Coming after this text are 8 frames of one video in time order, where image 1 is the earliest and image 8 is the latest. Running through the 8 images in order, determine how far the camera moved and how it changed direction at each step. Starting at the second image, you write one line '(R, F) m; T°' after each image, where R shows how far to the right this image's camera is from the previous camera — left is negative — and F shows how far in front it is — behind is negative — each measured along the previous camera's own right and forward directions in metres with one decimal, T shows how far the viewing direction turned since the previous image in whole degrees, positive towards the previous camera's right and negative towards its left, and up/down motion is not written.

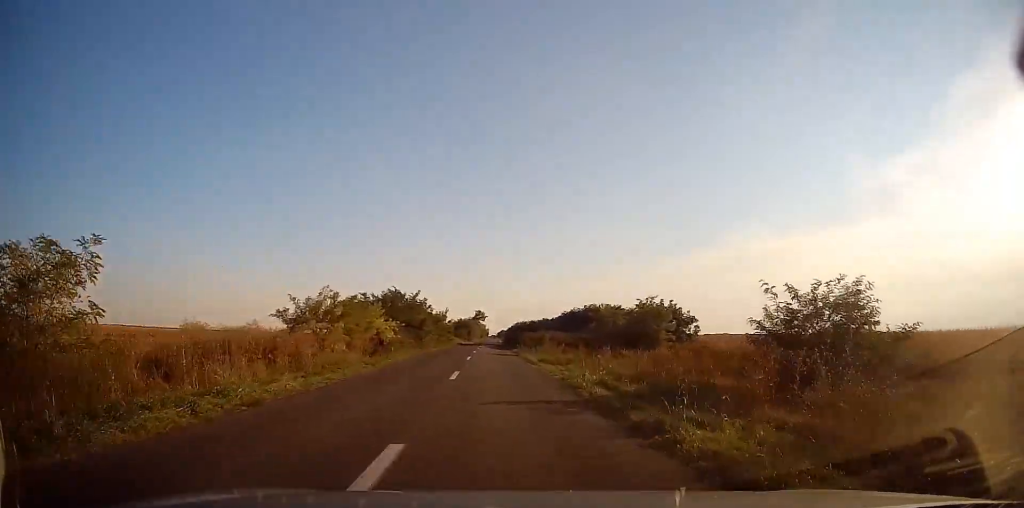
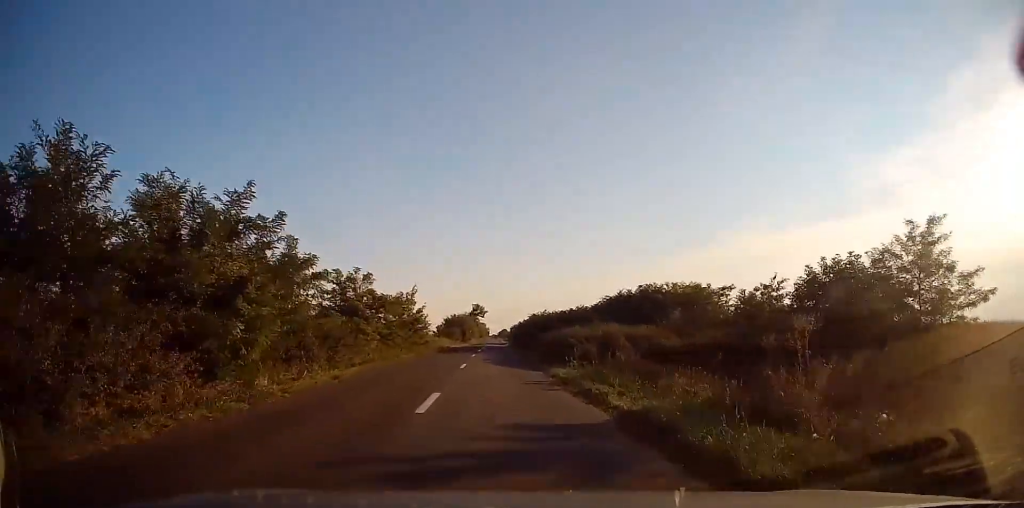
(0.0, +31.1) m; 0°
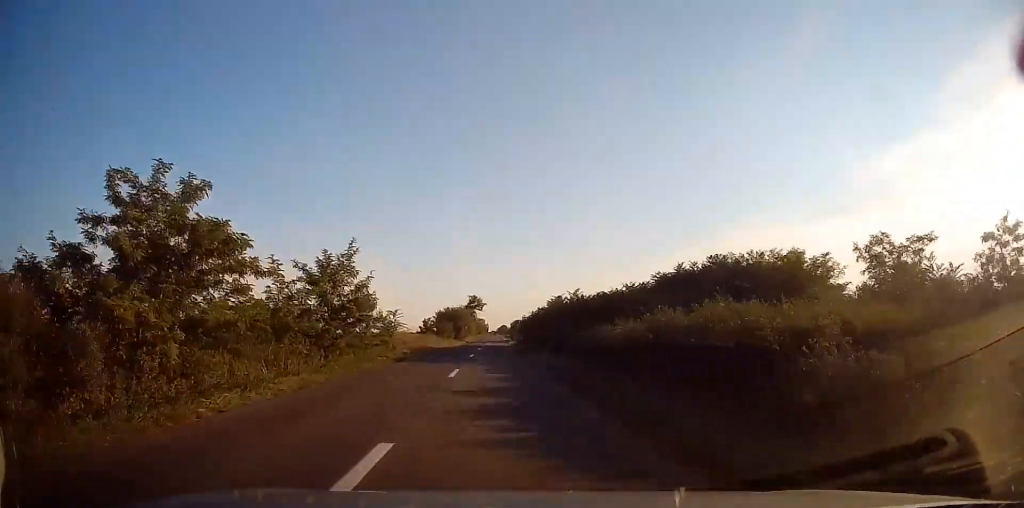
(-0.1, +18.1) m; 0°
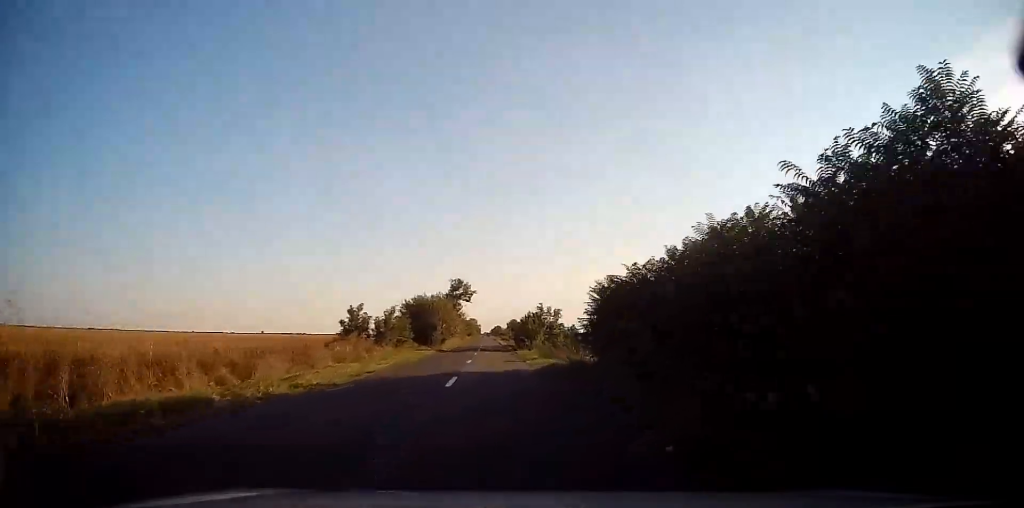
(+0.4, +37.7) m; 0°
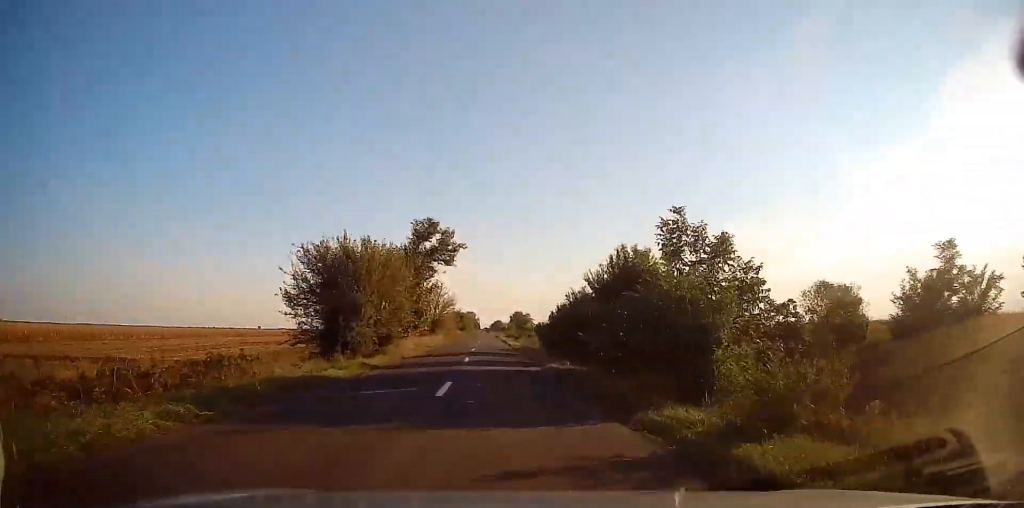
(-0.2, +38.9) m; 0°
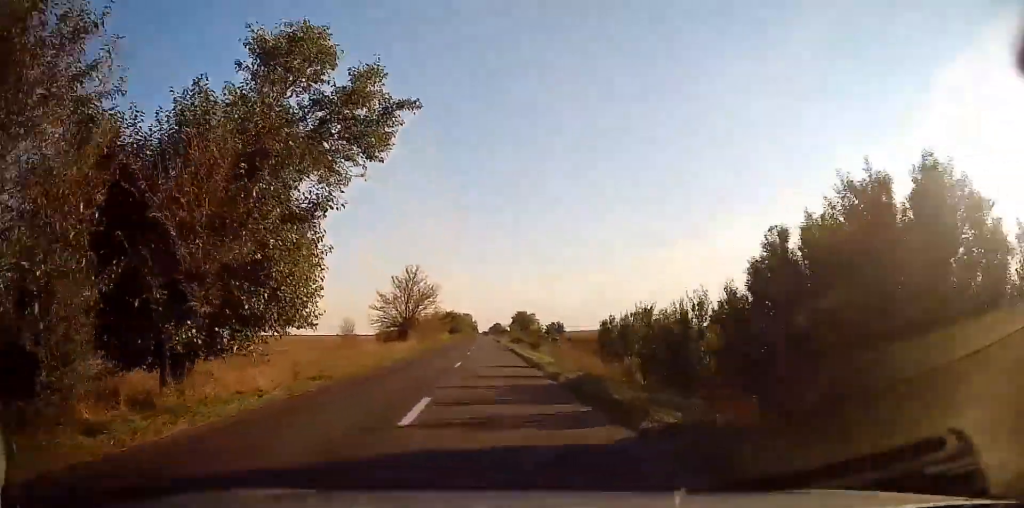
(+0.2, +27.0) m; 0°
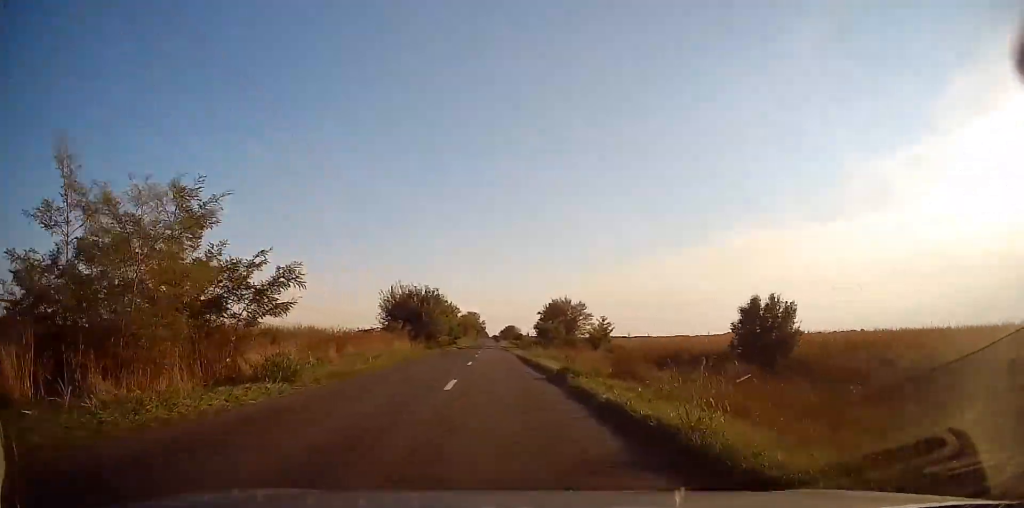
(-0.7, +65.2) m; -1°
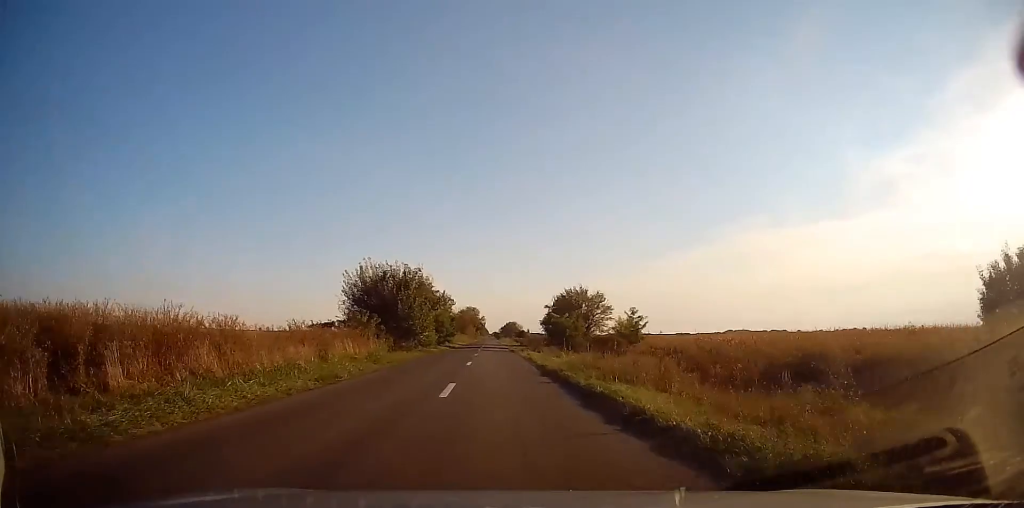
(+0.1, +13.4) m; 0°
